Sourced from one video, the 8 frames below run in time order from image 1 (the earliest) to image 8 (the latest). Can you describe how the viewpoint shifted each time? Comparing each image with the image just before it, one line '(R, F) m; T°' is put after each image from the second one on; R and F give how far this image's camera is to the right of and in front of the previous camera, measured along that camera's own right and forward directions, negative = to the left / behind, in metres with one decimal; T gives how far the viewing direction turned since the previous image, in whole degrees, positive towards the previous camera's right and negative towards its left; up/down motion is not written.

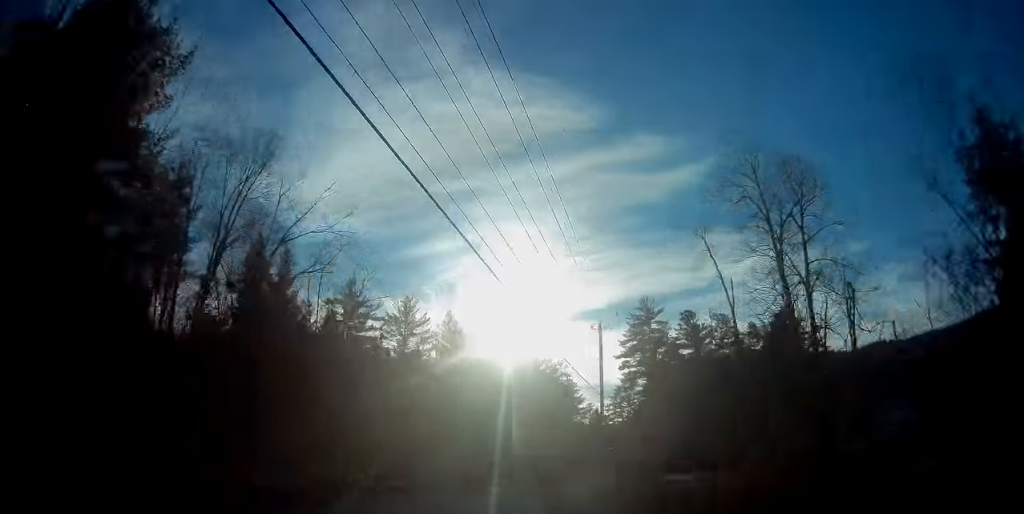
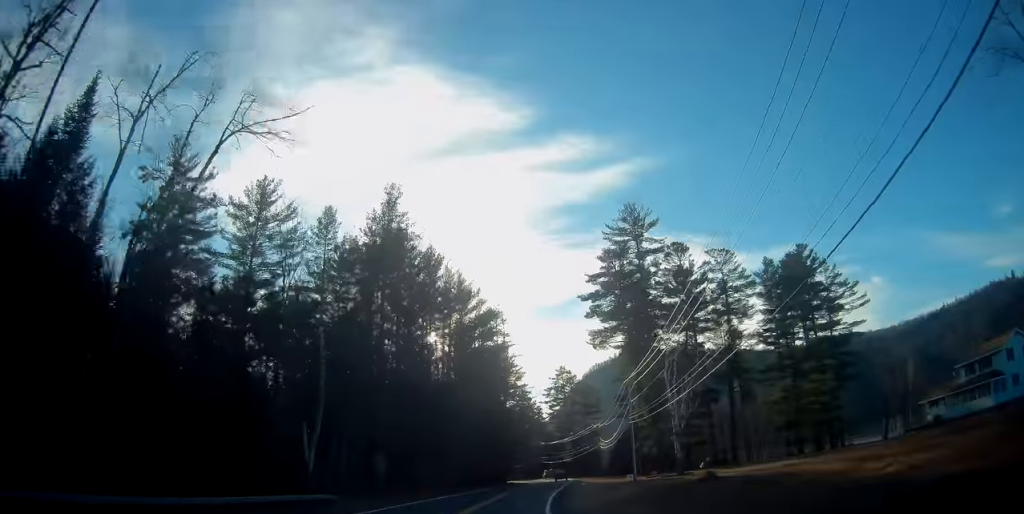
(+1.8, +37.6) m; +8°
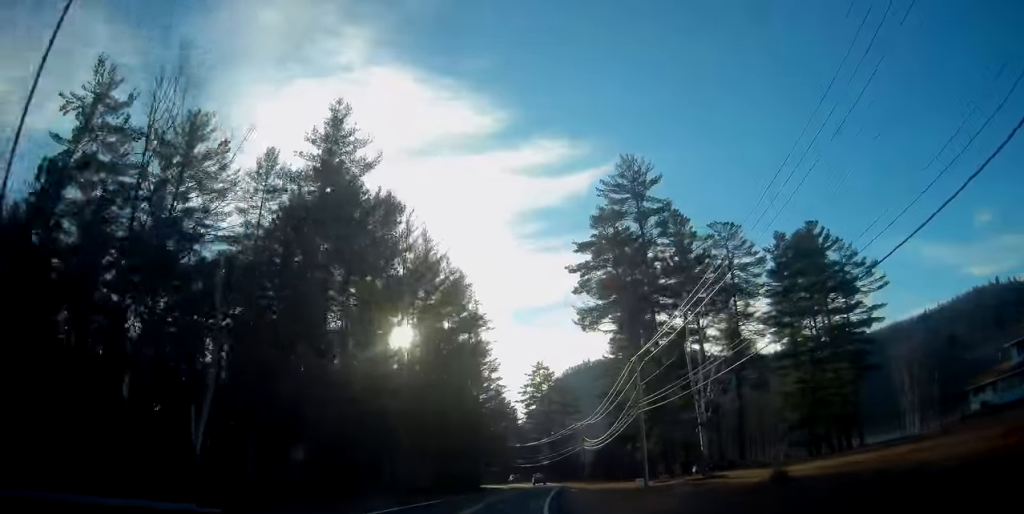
(+0.3, +12.1) m; +3°
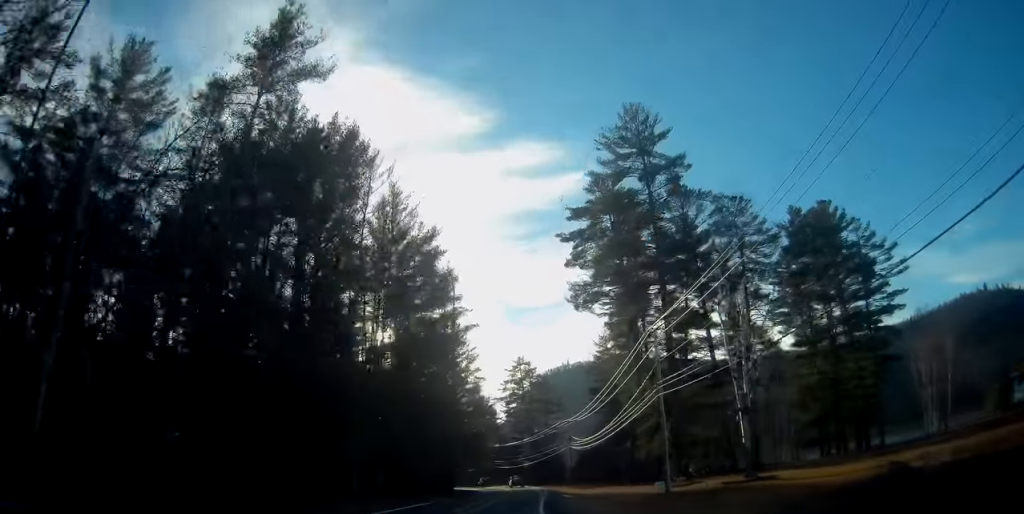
(+0.4, +9.6) m; +2°
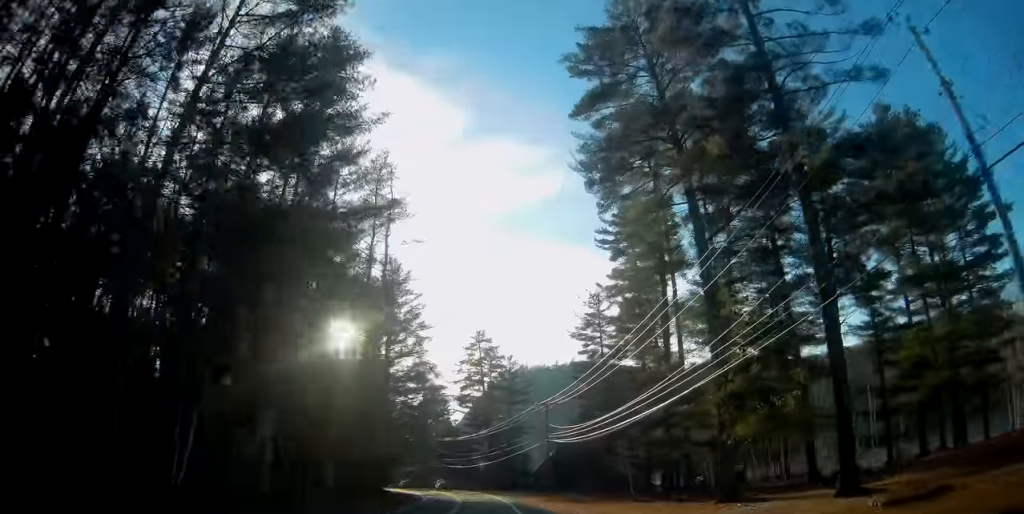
(+0.9, +26.2) m; +4°
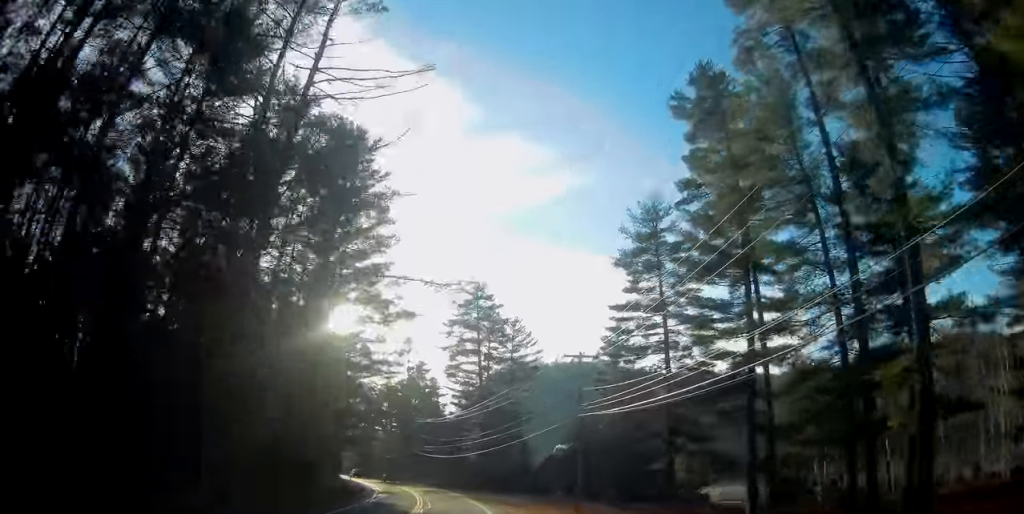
(+0.5, +25.6) m; -1°
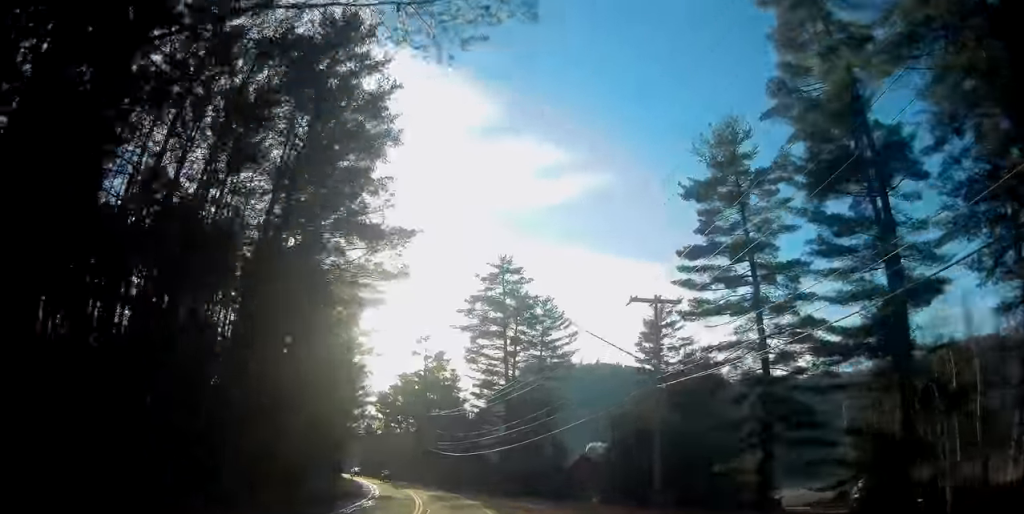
(+0.1, +12.8) m; -3°
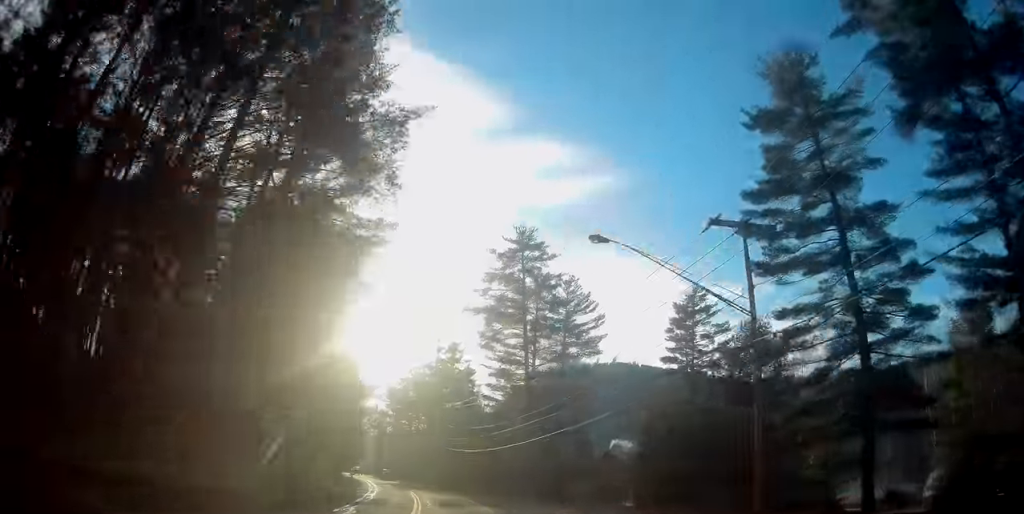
(-0.4, +8.4) m; -2°
